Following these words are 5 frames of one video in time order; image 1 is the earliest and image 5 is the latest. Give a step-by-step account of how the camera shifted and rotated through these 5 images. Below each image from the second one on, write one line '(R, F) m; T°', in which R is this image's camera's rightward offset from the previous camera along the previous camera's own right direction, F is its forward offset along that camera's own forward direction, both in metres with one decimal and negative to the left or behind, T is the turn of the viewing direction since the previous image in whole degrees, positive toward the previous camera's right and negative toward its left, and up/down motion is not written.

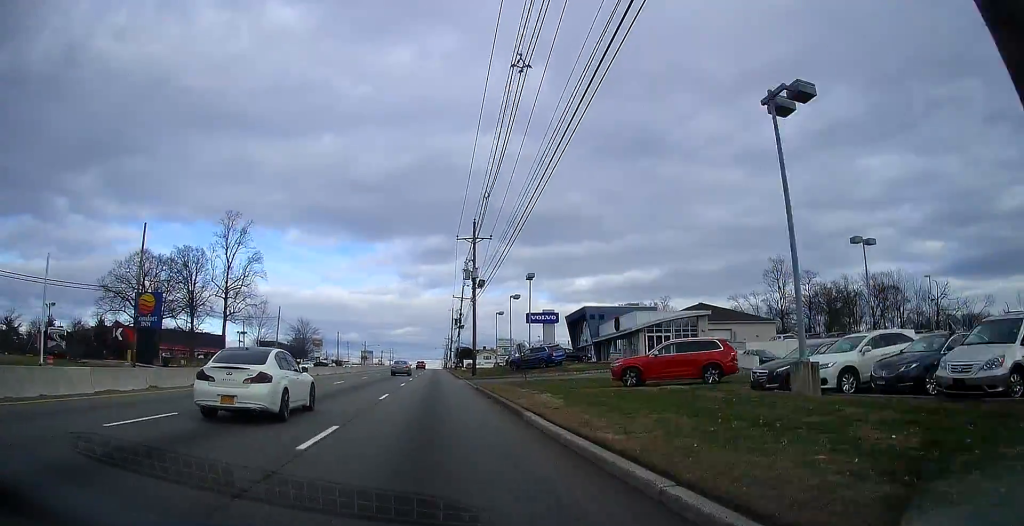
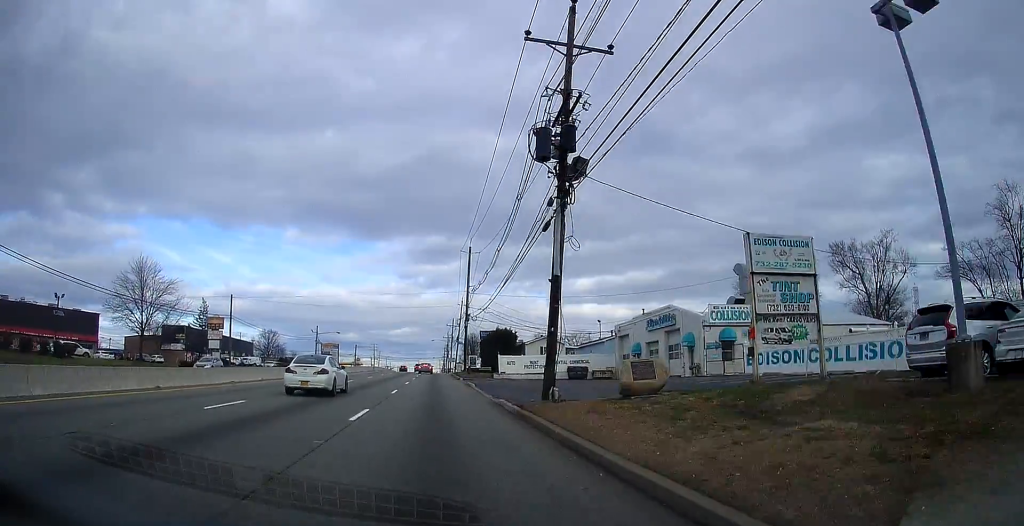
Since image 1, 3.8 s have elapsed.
(-0.7, +80.2) m; -1°
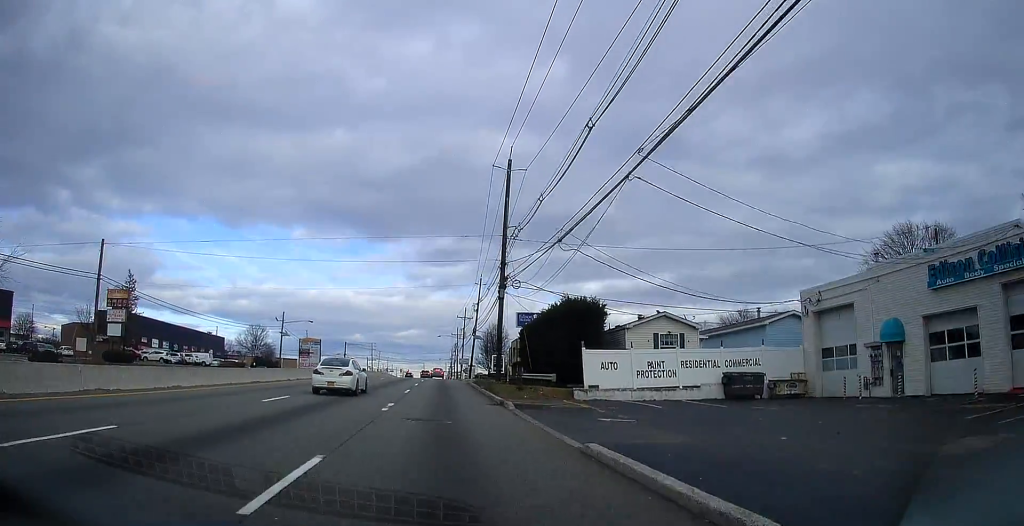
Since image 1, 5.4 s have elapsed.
(0.0, +32.3) m; 0°
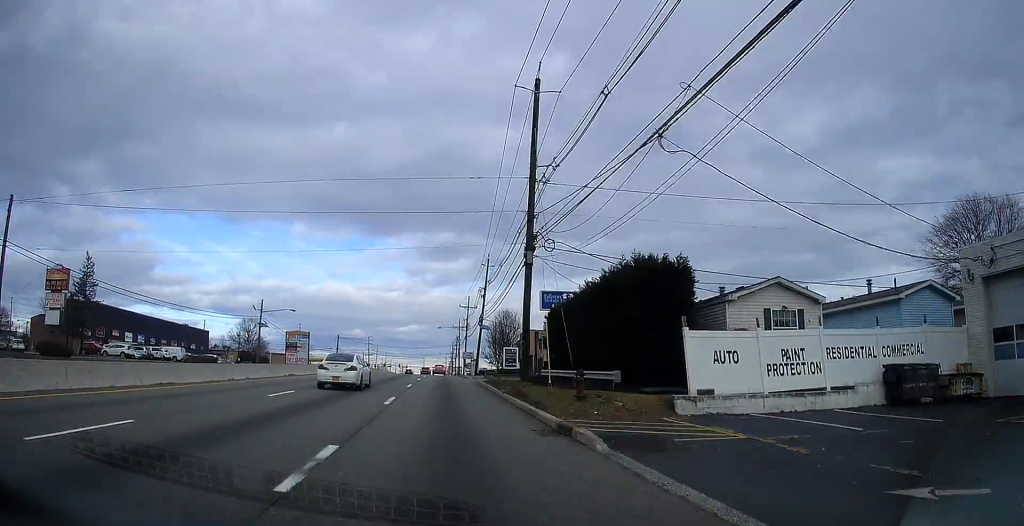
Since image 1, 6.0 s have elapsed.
(0.0, +11.5) m; 0°
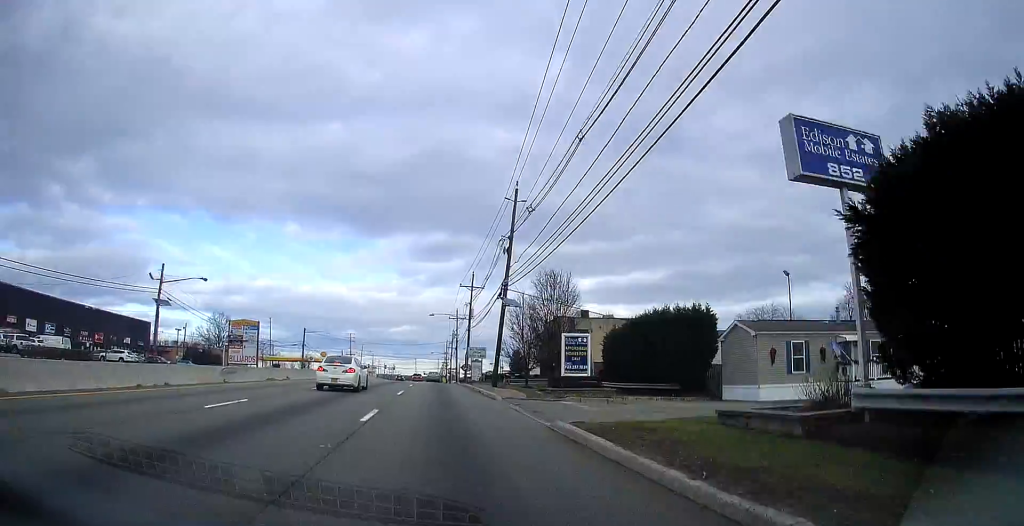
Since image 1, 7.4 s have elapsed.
(+0.2, +29.7) m; 0°
